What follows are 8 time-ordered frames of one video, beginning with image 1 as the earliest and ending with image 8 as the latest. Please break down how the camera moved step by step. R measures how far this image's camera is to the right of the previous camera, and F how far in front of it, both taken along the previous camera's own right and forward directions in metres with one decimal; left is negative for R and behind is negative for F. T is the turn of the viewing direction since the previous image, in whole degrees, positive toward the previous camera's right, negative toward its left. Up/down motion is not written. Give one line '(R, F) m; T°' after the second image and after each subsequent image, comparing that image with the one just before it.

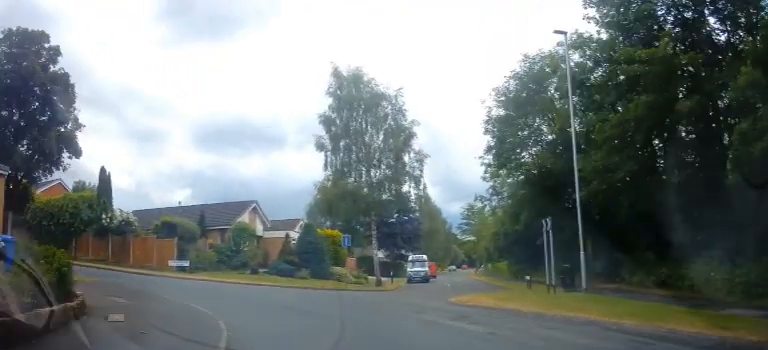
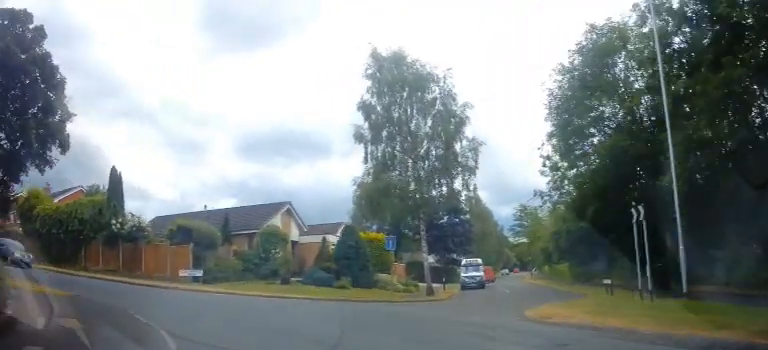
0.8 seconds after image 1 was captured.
(0.0, +4.0) m; -7°
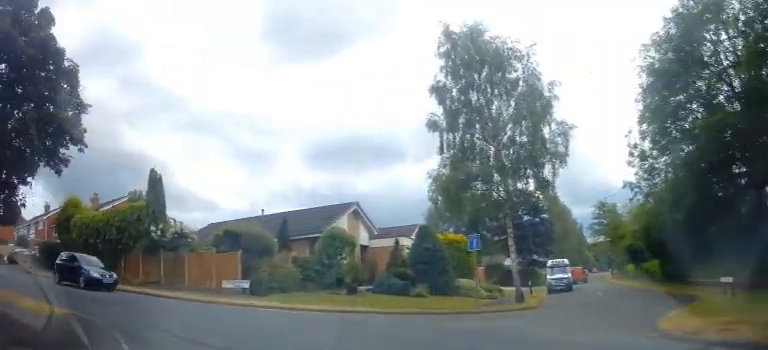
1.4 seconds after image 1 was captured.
(-0.1, +3.3) m; -9°
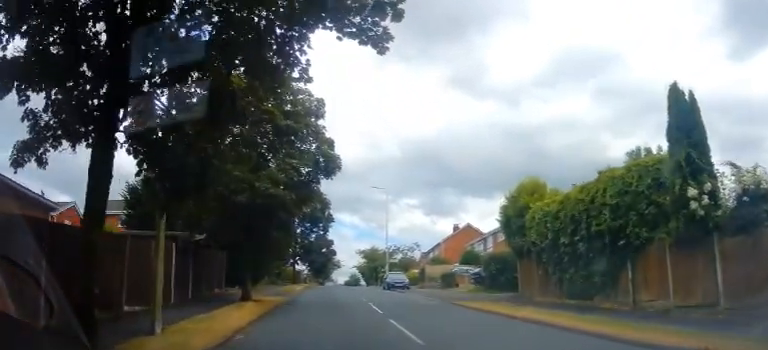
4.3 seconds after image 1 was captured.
(-6.2, +11.3) m; -59°
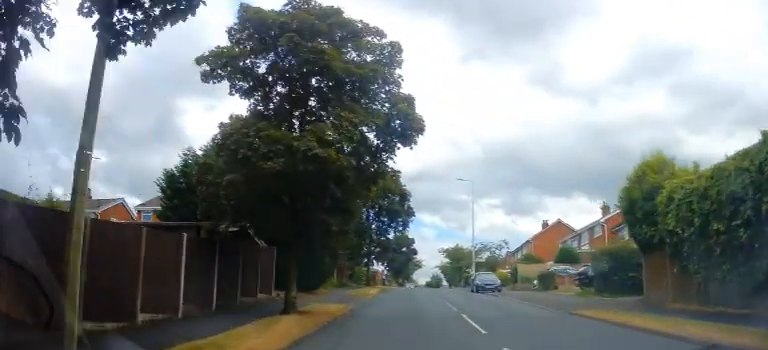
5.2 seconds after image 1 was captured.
(-0.5, +4.5) m; -7°
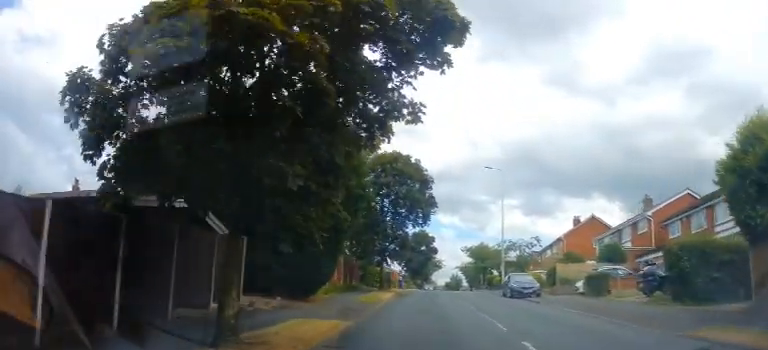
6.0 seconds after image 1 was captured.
(0.0, +5.2) m; -4°
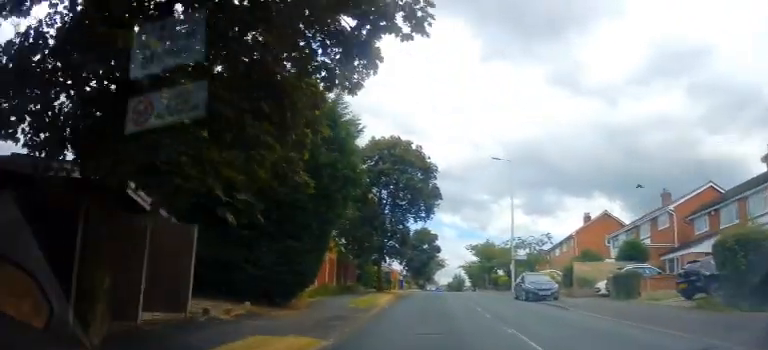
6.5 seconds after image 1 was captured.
(-0.2, +3.1) m; -2°
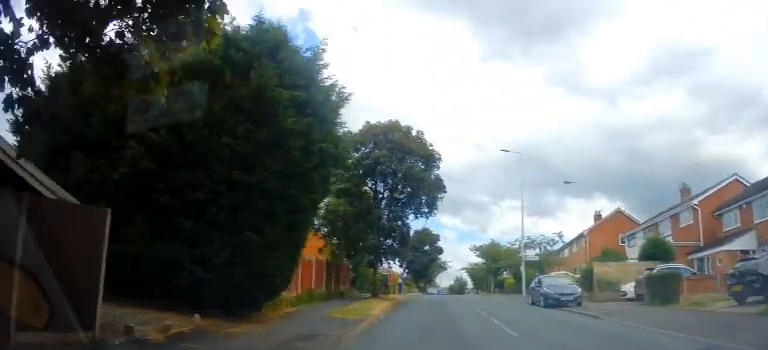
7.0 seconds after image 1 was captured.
(-0.1, +3.2) m; -2°
